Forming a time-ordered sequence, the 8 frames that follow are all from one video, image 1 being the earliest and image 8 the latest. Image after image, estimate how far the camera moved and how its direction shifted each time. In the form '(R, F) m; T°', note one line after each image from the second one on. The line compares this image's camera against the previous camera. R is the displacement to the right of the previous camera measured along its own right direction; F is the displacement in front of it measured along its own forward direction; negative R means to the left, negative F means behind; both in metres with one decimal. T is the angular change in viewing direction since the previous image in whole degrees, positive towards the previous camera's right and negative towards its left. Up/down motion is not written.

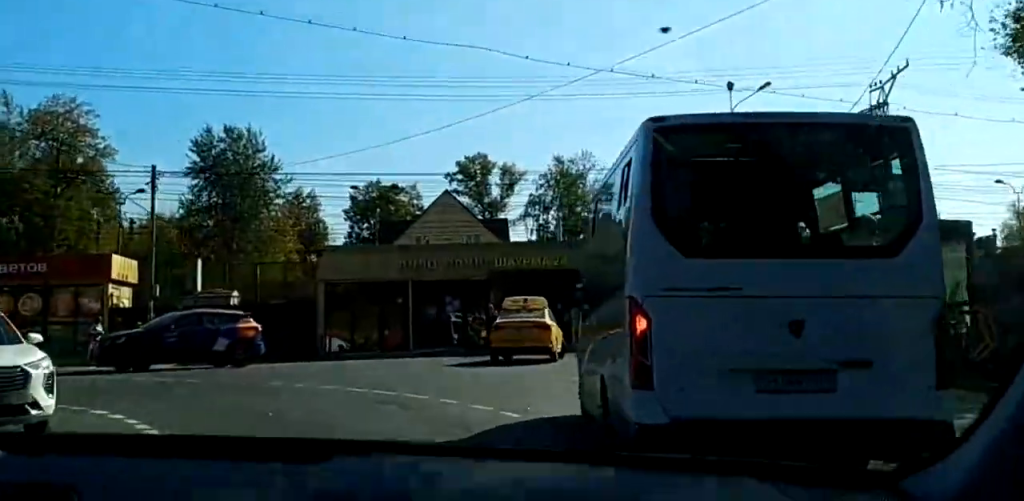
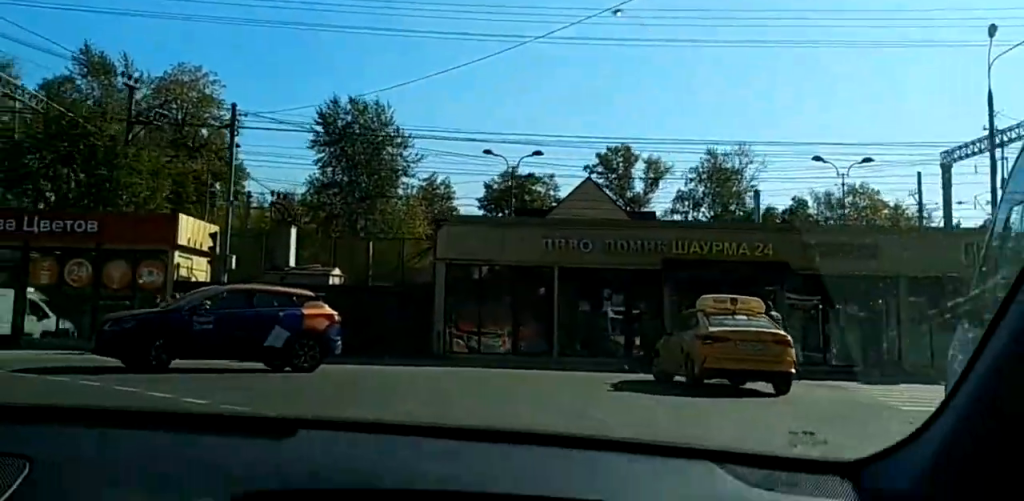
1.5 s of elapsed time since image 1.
(-0.1, +12.0) m; -7°
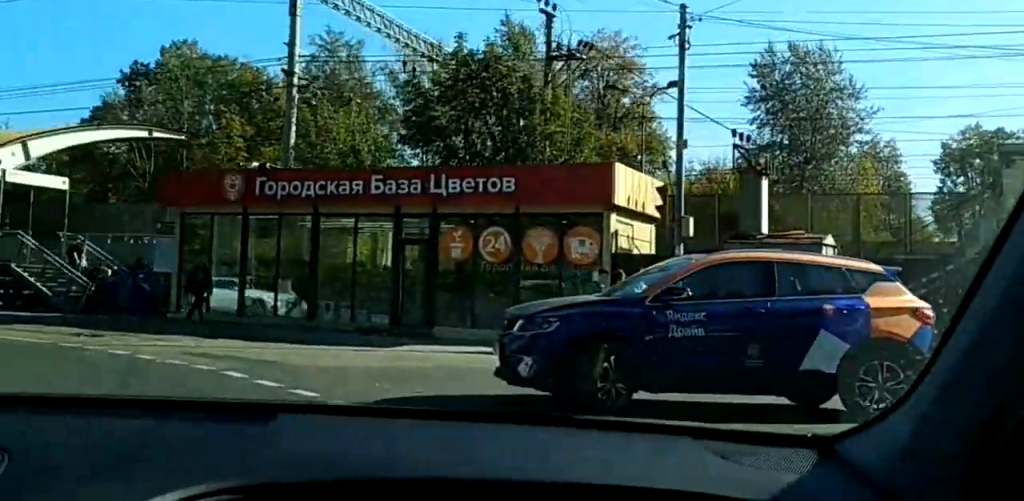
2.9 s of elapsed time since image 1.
(-1.6, +9.7) m; -28°
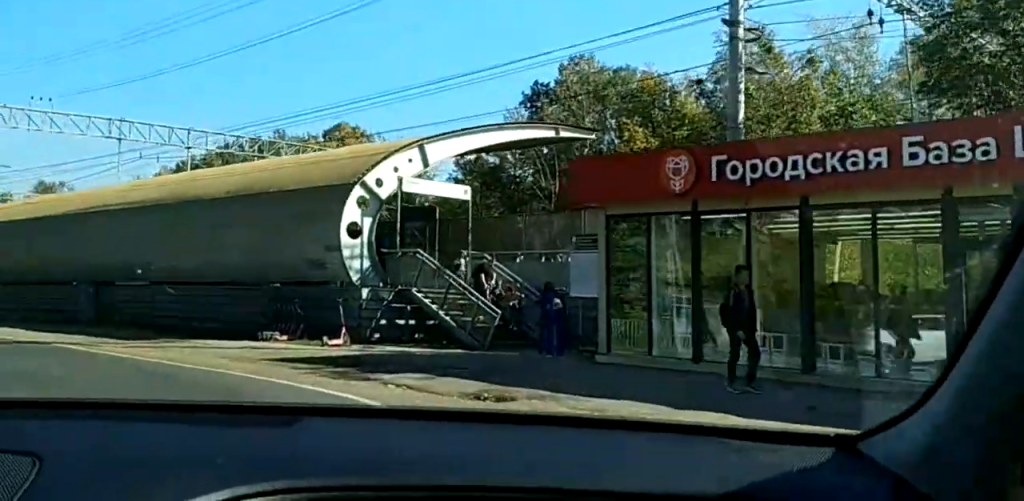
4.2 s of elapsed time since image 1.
(-2.9, +7.9) m; -31°
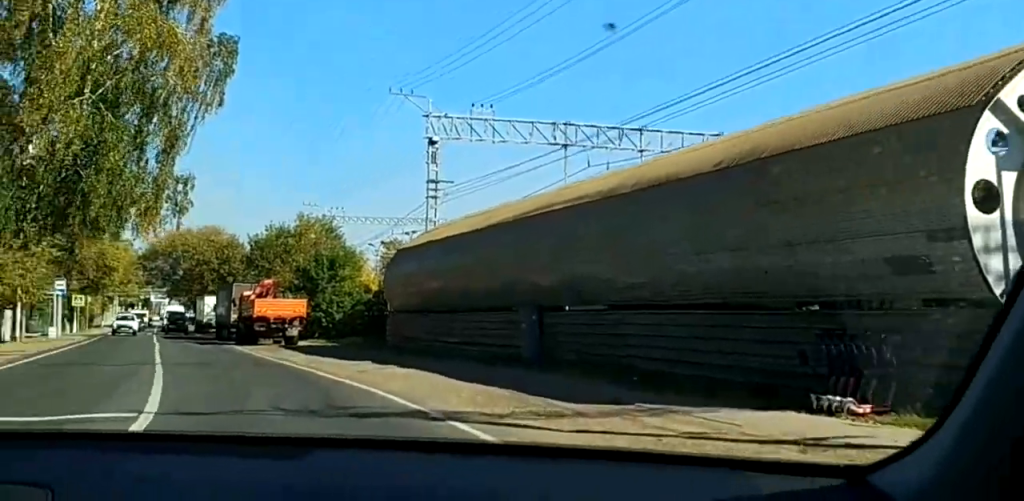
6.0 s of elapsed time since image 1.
(-1.5, +13.7) m; -16°
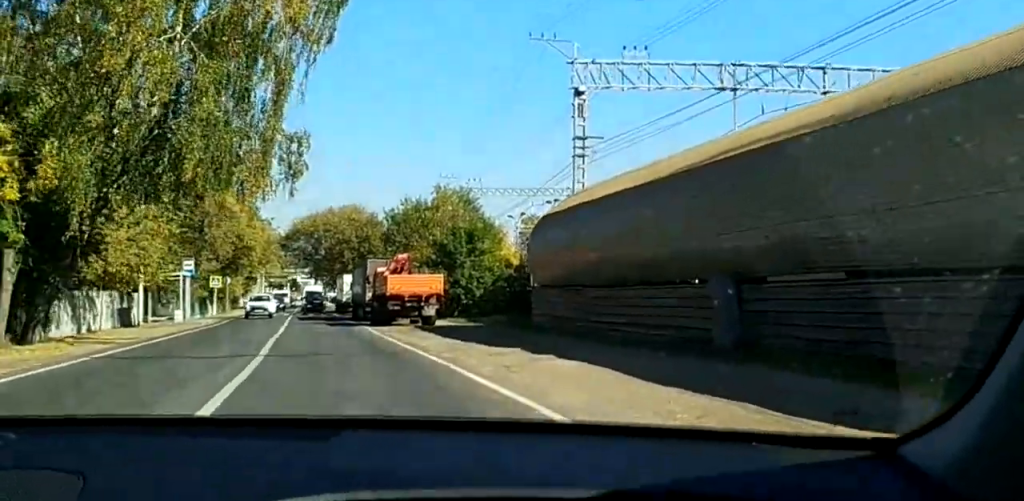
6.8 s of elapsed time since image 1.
(-0.6, +6.8) m; -7°
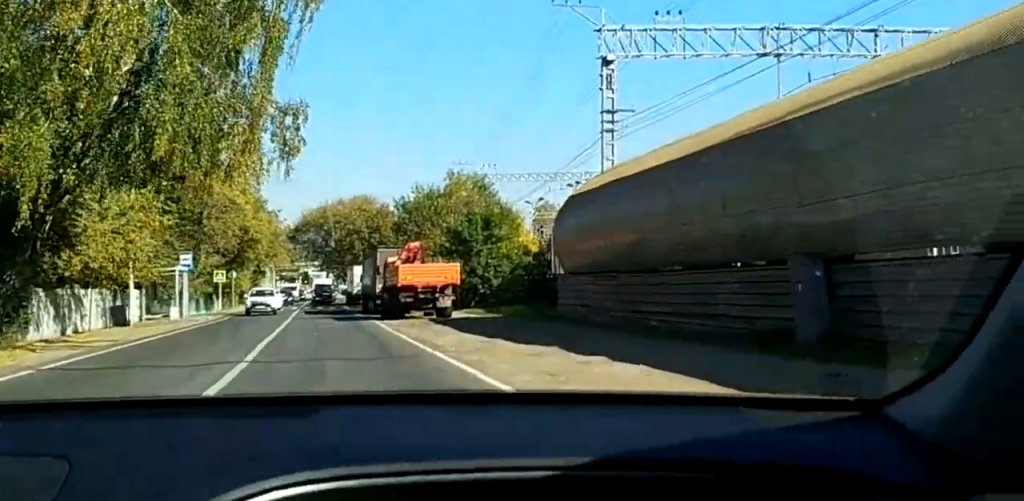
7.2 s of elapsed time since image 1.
(-0.1, +4.1) m; -4°
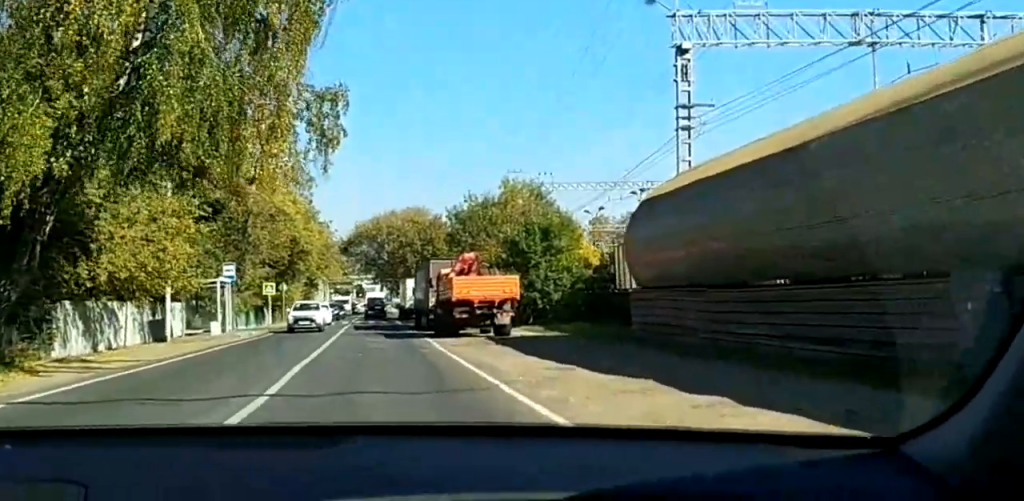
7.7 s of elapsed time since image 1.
(-0.2, +4.5) m; -2°
